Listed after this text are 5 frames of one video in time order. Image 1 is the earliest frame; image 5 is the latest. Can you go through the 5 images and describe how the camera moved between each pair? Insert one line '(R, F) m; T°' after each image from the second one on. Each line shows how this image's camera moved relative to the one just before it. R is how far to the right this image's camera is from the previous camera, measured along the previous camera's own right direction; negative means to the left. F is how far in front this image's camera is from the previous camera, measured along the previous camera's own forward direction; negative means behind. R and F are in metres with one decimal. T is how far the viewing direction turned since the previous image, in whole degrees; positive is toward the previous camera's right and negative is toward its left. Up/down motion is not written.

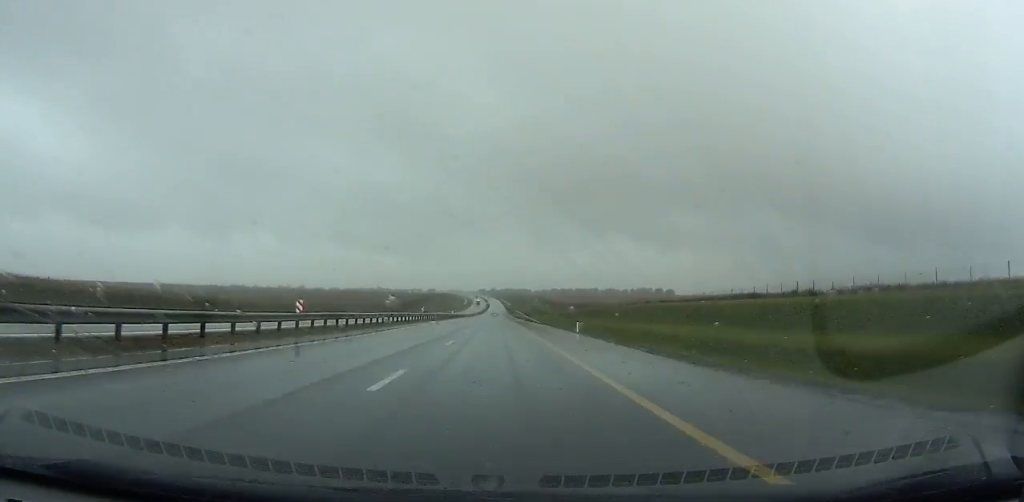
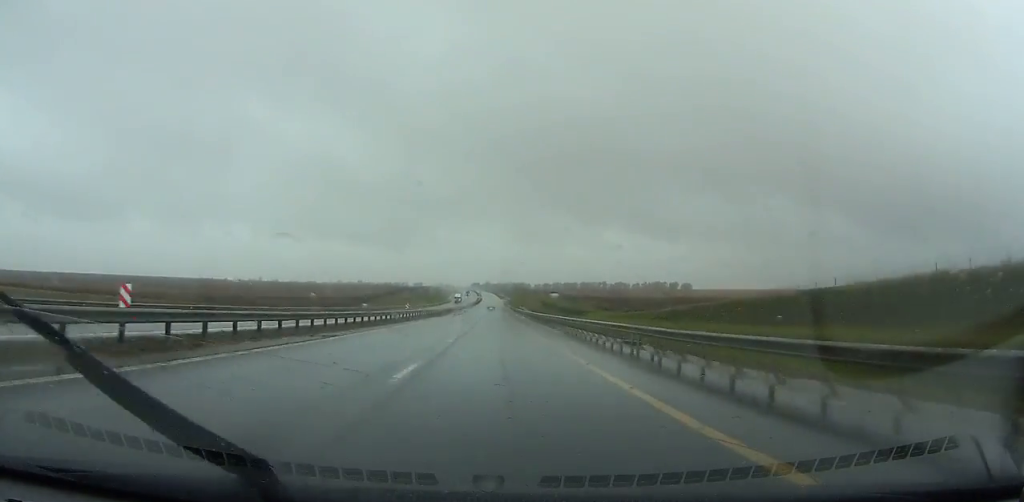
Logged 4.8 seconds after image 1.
(-0.6, +131.6) m; 0°
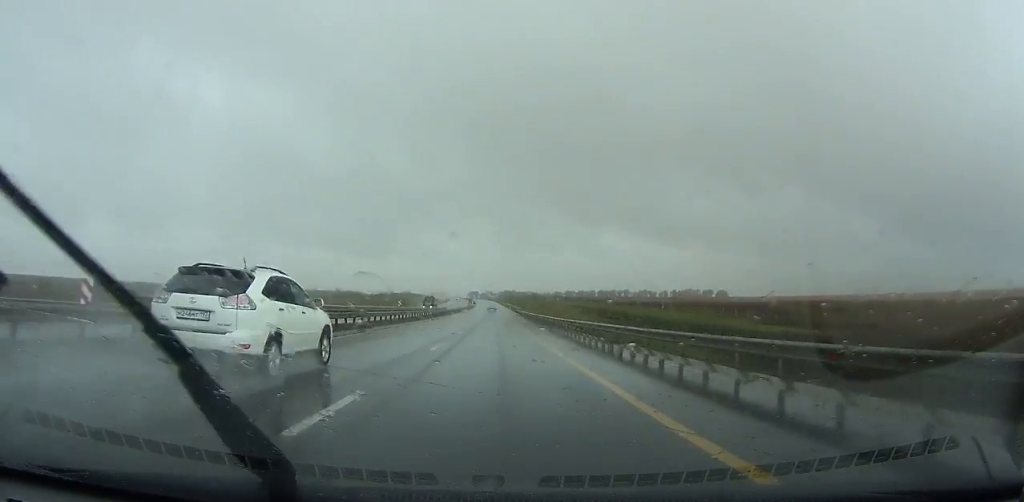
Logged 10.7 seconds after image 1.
(+0.1, +160.6) m; 0°
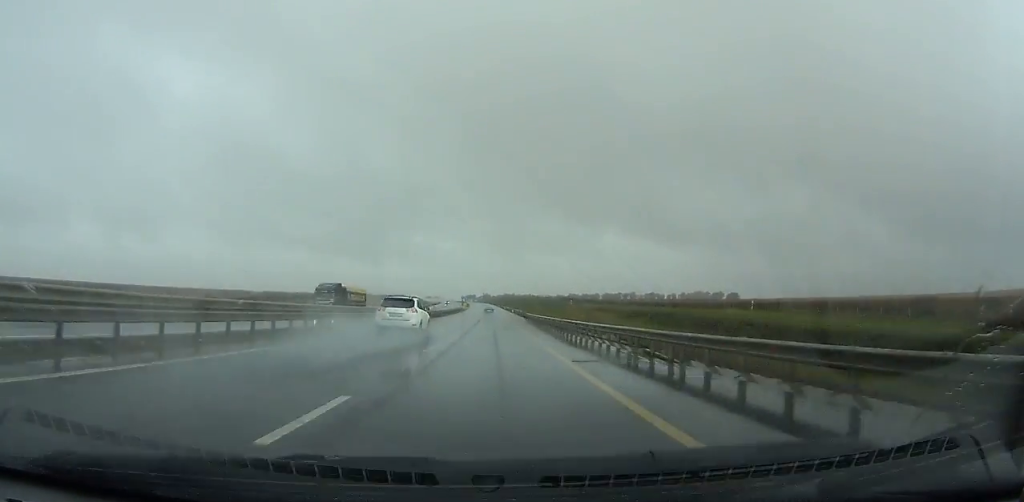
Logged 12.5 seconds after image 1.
(+0.1, +49.3) m; 0°
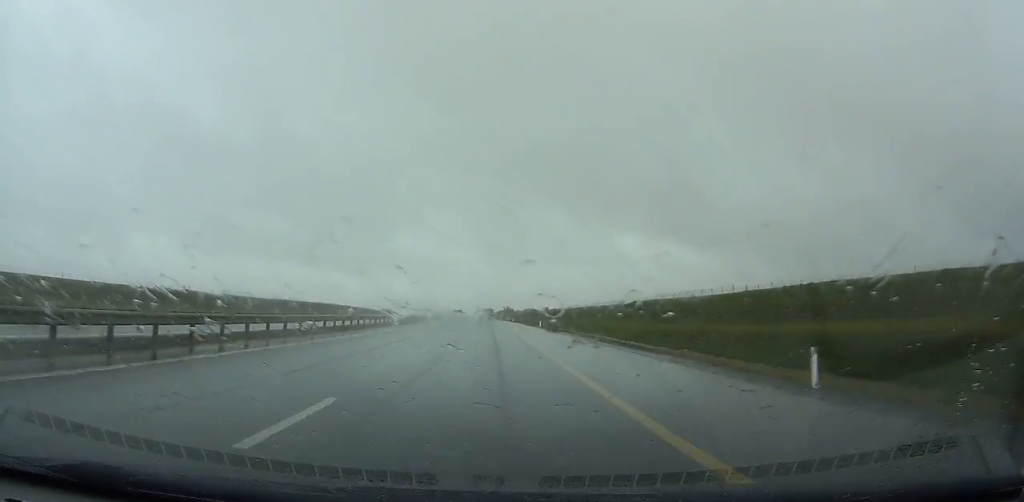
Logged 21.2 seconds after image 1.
(-2.7, +239.5) m; -2°
